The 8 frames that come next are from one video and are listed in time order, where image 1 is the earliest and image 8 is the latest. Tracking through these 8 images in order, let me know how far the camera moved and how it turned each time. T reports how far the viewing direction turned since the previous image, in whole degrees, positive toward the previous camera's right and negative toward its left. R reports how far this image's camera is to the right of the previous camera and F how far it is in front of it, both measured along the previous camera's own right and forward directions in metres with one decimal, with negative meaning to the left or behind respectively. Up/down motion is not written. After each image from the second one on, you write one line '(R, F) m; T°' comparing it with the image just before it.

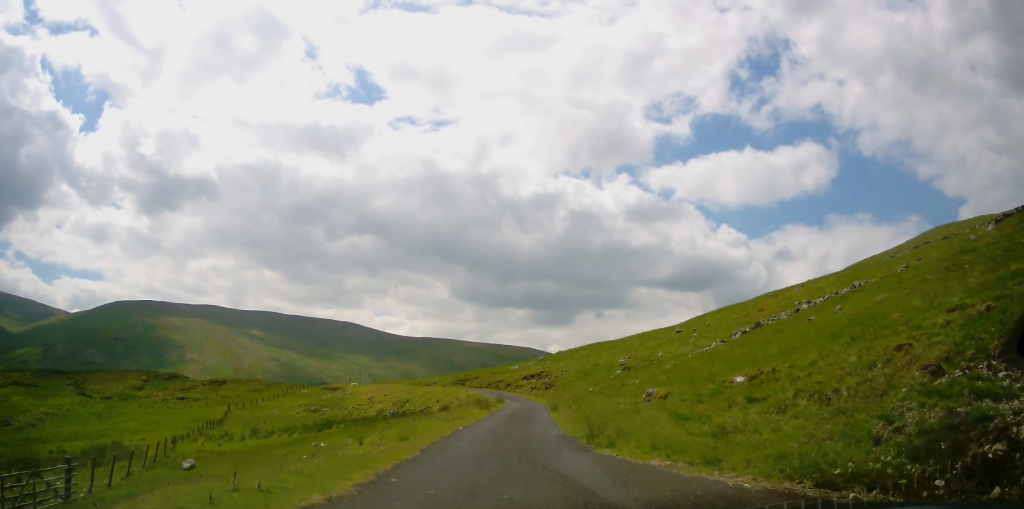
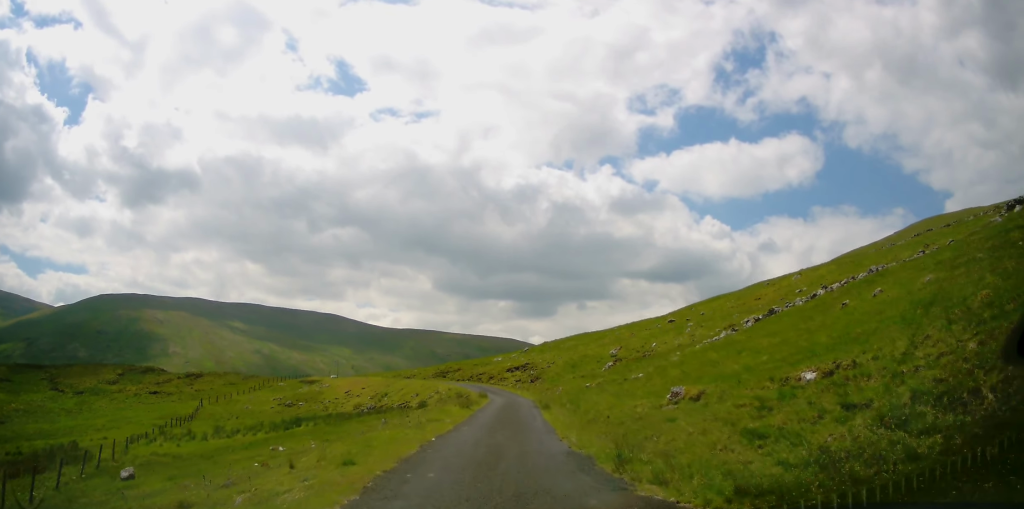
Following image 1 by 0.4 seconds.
(0.0, +3.6) m; +1°
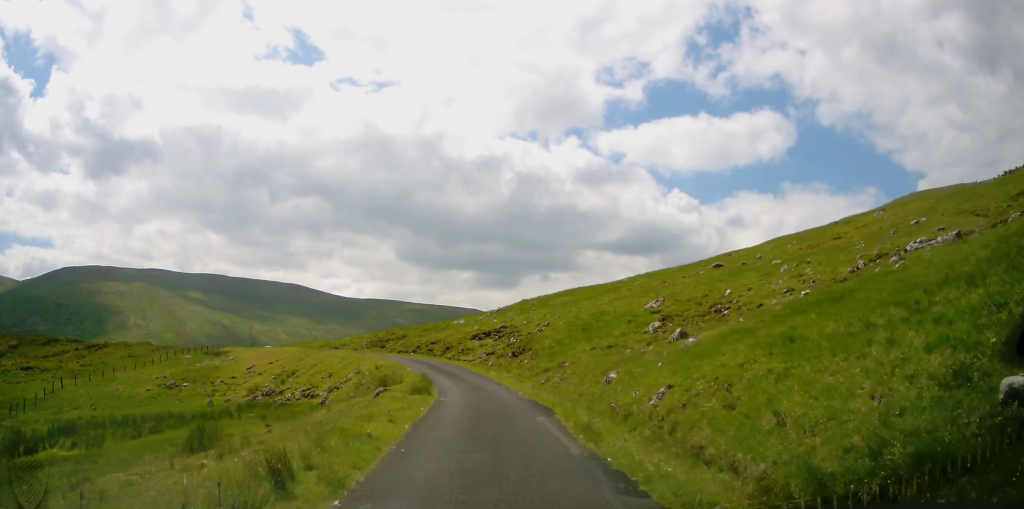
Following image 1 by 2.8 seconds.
(+0.6, +20.8) m; +3°
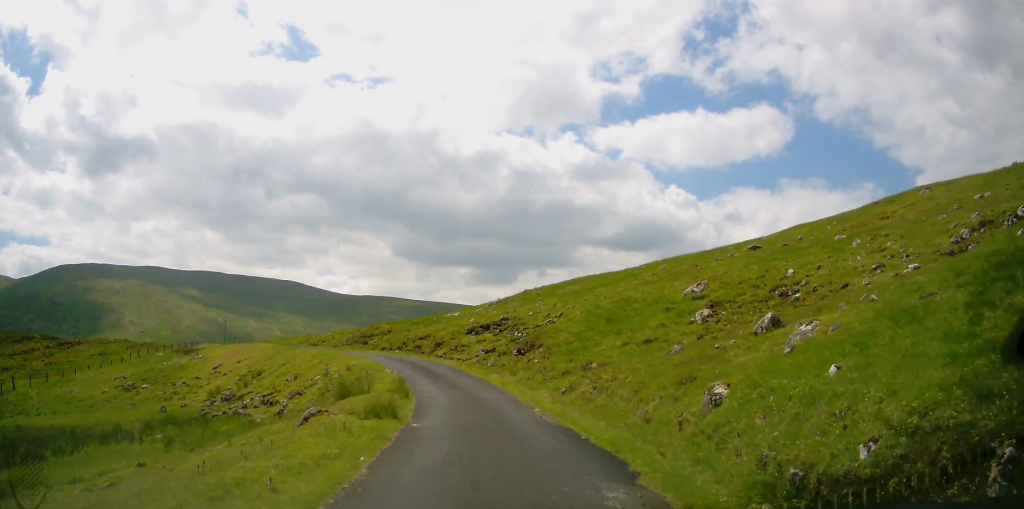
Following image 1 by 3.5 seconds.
(0.0, +6.0) m; +1°
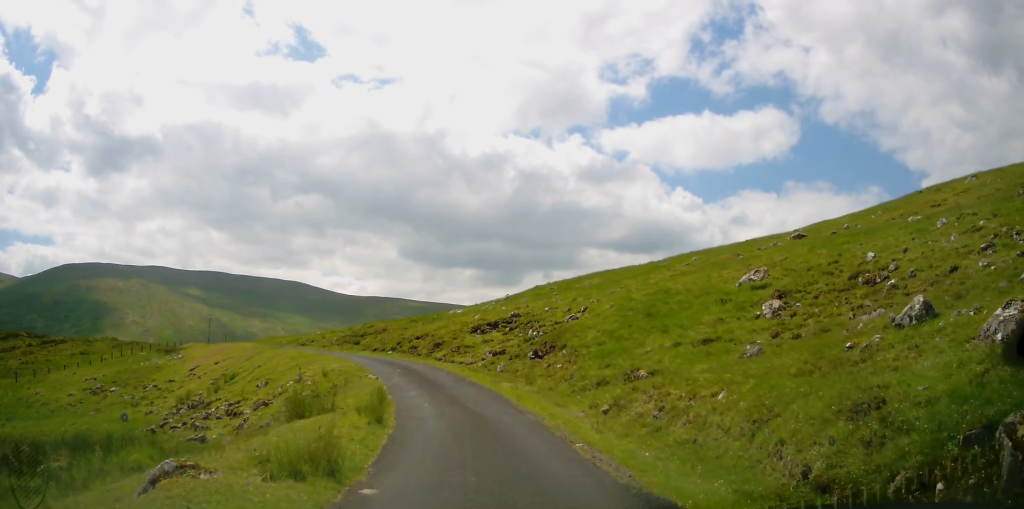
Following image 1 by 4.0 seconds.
(-0.1, +4.8) m; +1°
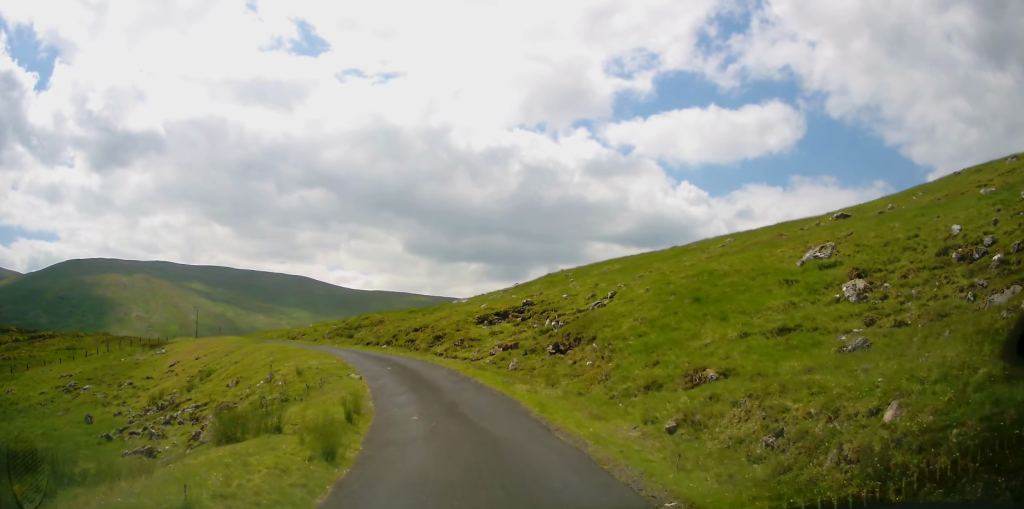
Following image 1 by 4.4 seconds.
(+0.1, +3.8) m; -1°
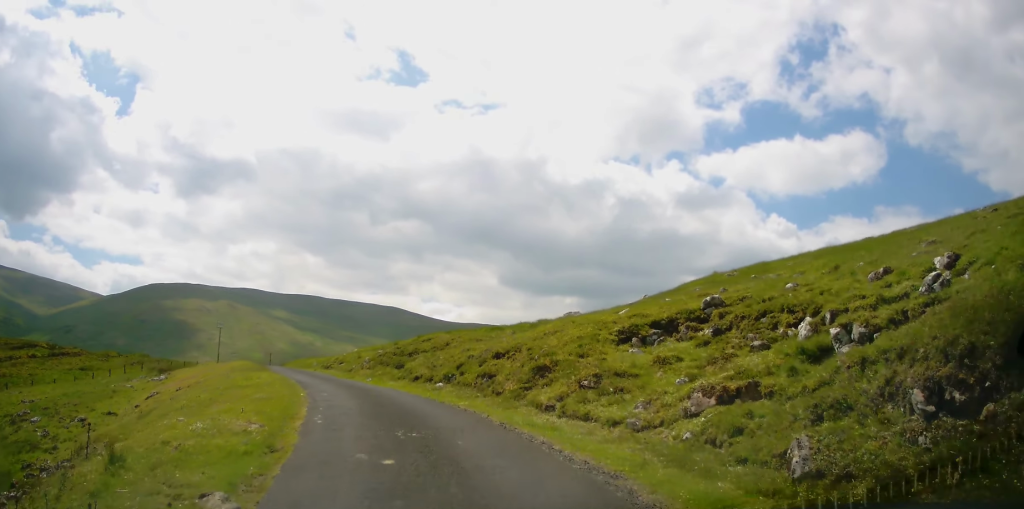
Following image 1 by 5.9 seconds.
(-0.7, +12.3) m; -12°
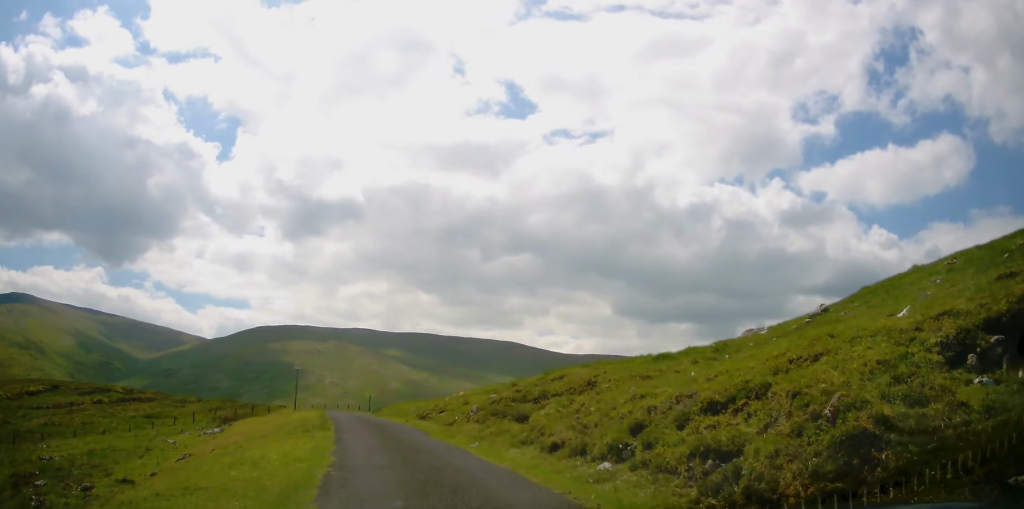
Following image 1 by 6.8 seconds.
(-0.7, +7.0) m; -10°
